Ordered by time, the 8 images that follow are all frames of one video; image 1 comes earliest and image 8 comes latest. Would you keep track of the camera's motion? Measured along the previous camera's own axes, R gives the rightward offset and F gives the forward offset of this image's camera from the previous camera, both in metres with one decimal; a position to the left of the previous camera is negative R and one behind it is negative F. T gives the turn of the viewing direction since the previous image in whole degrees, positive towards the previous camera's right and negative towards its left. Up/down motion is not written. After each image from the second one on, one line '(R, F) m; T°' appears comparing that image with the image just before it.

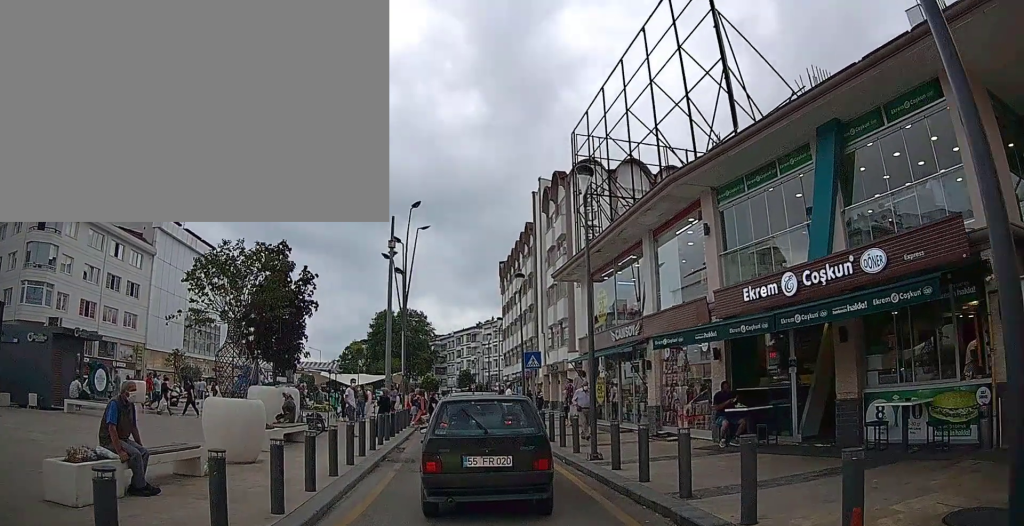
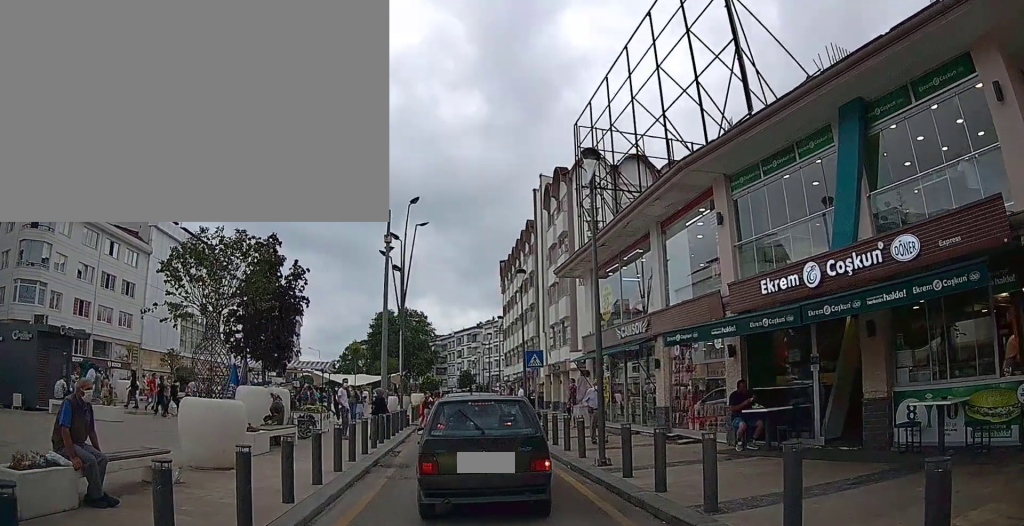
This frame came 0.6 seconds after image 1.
(+0.1, +0.8) m; +2°
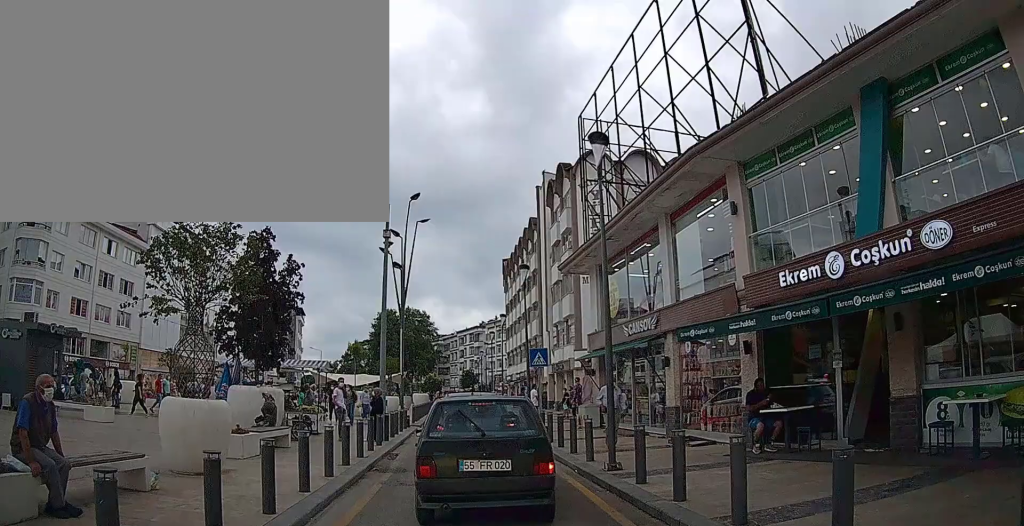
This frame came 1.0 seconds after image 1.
(0.0, +0.6) m; +2°
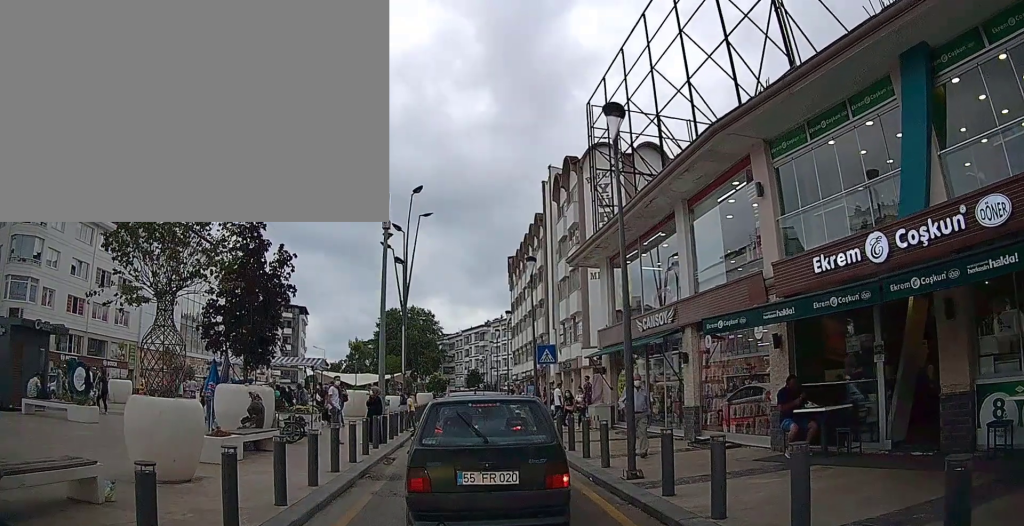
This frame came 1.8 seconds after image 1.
(0.0, +1.1) m; 0°
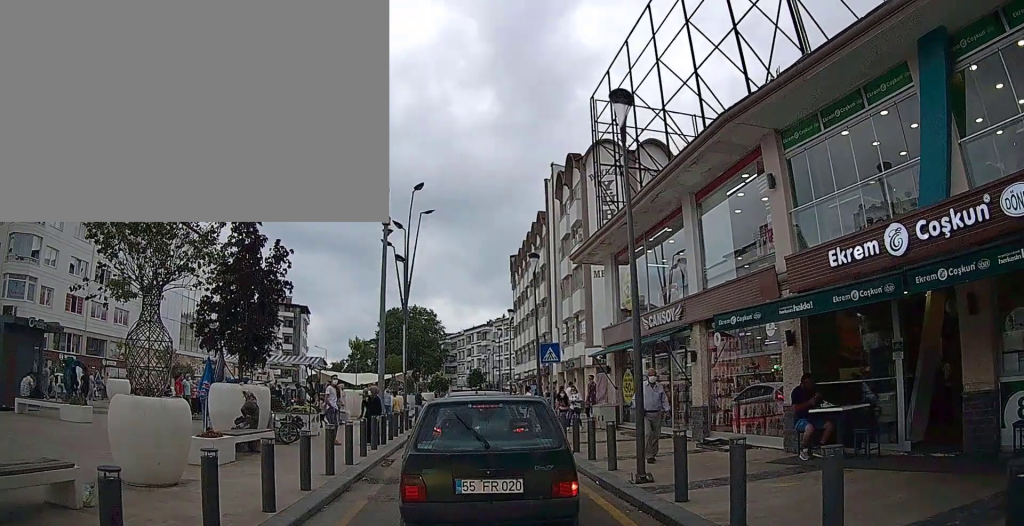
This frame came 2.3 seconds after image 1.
(+0.1, +0.4) m; 0°
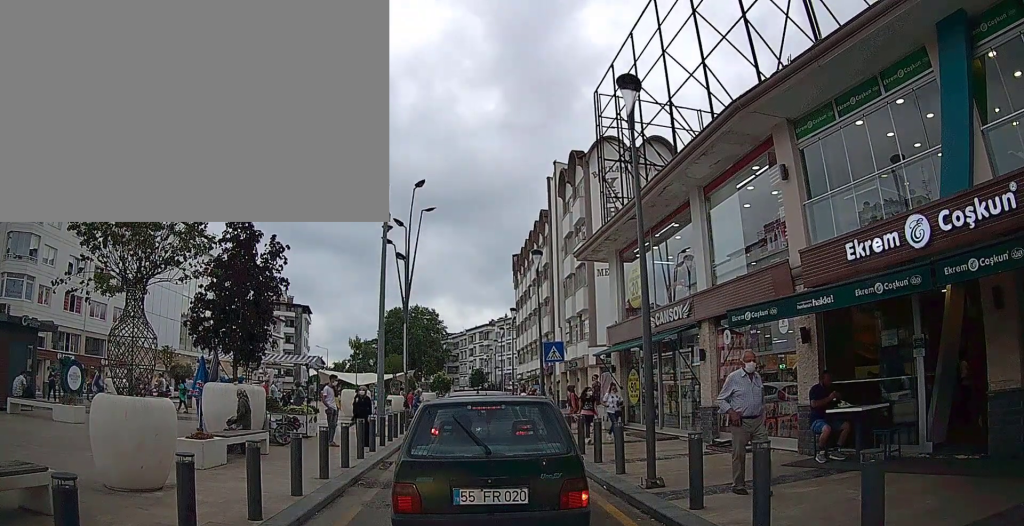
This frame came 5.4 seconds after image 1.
(+0.3, +0.7) m; 0°
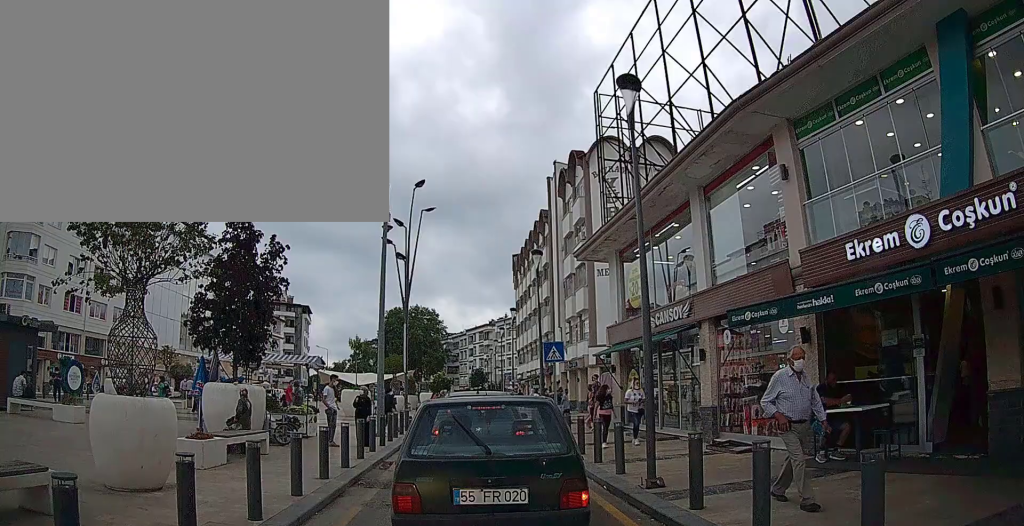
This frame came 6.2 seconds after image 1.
(0.0, 0.0) m; 0°
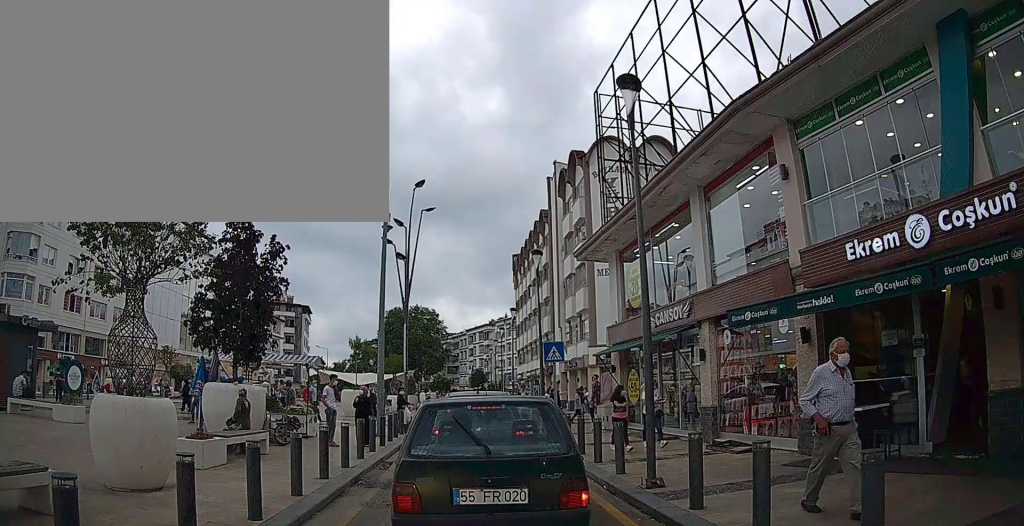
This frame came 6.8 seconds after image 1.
(0.0, 0.0) m; 0°
